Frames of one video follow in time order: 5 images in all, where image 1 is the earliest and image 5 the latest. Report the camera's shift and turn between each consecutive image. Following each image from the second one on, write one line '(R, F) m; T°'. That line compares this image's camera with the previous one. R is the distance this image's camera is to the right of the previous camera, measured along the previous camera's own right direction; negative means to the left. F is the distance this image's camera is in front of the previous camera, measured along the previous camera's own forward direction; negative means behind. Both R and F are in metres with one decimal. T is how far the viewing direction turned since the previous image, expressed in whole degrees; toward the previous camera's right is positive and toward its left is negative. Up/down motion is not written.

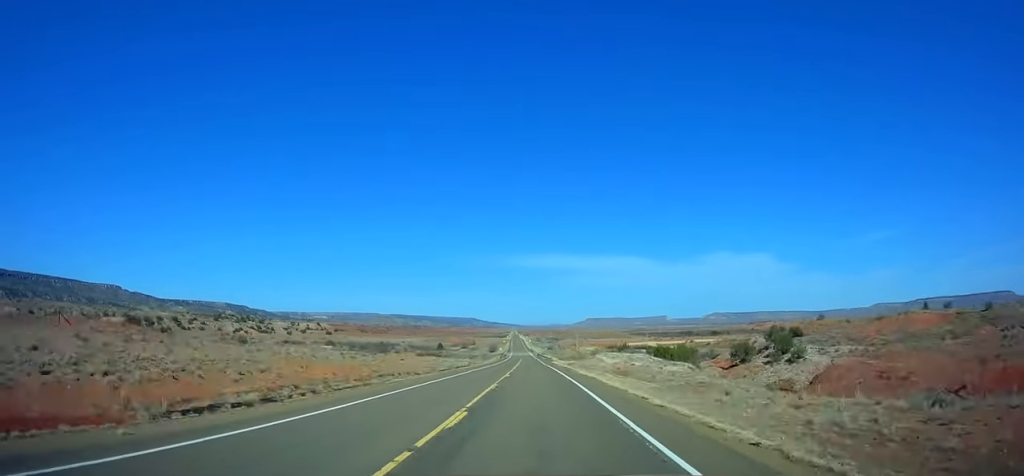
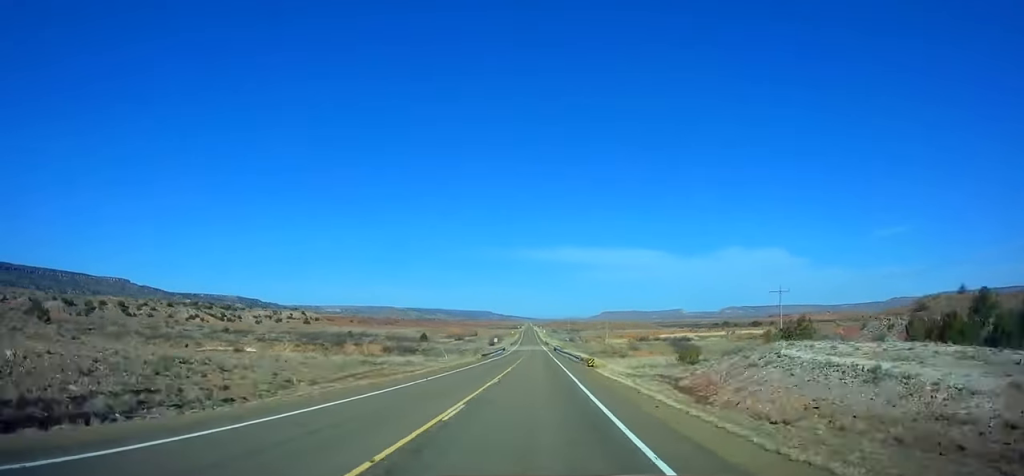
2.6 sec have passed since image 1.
(-0.6, +72.4) m; -1°
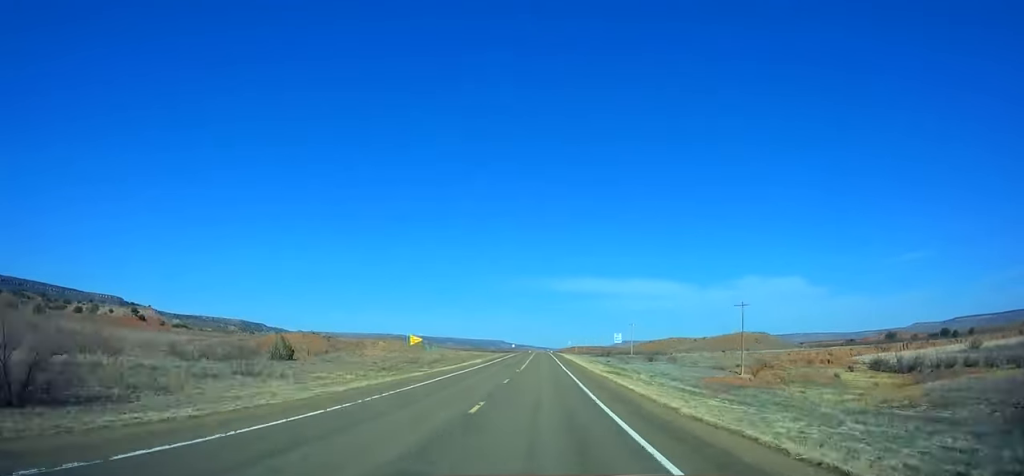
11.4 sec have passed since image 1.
(-5.3, +243.5) m; -2°
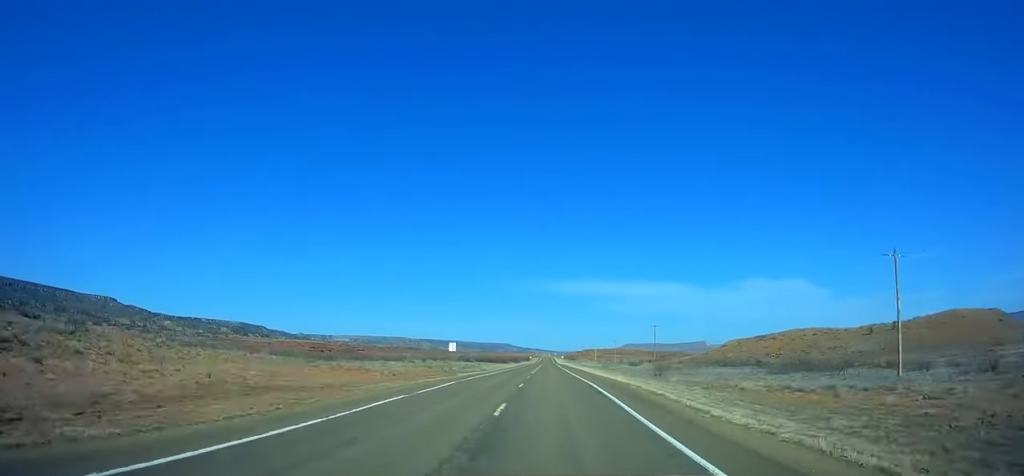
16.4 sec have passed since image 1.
(0.0, +136.6) m; 0°
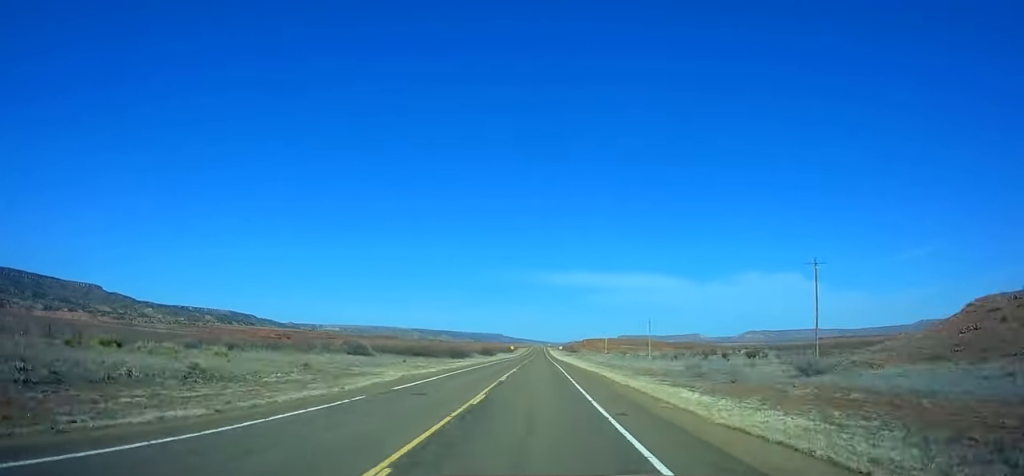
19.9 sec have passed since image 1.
(-0.1, +95.6) m; 0°
